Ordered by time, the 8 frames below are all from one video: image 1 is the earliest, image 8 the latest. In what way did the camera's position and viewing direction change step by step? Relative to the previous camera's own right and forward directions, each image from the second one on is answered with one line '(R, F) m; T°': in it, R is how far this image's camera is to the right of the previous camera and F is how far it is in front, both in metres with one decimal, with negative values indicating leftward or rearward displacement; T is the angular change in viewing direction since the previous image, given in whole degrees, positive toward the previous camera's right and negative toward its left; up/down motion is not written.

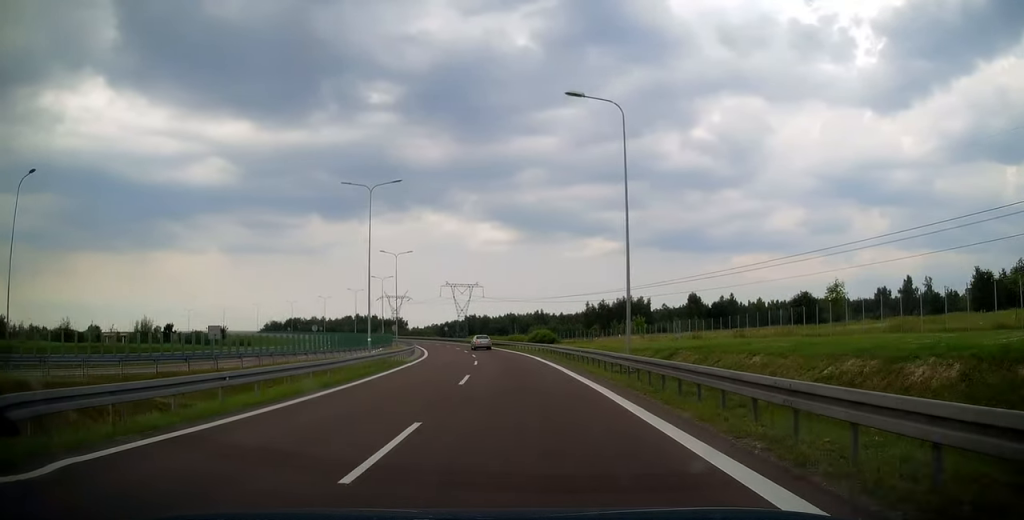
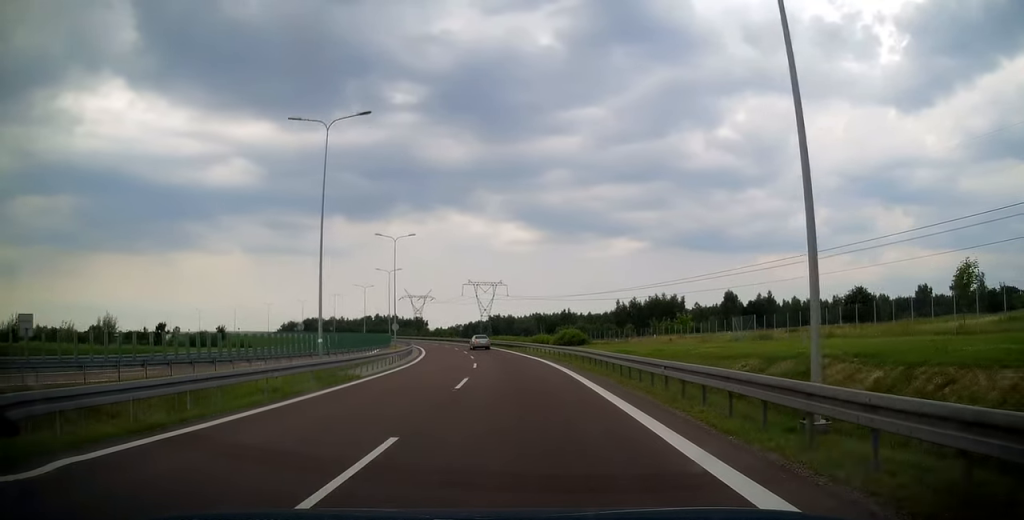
(-0.5, +13.4) m; -3°
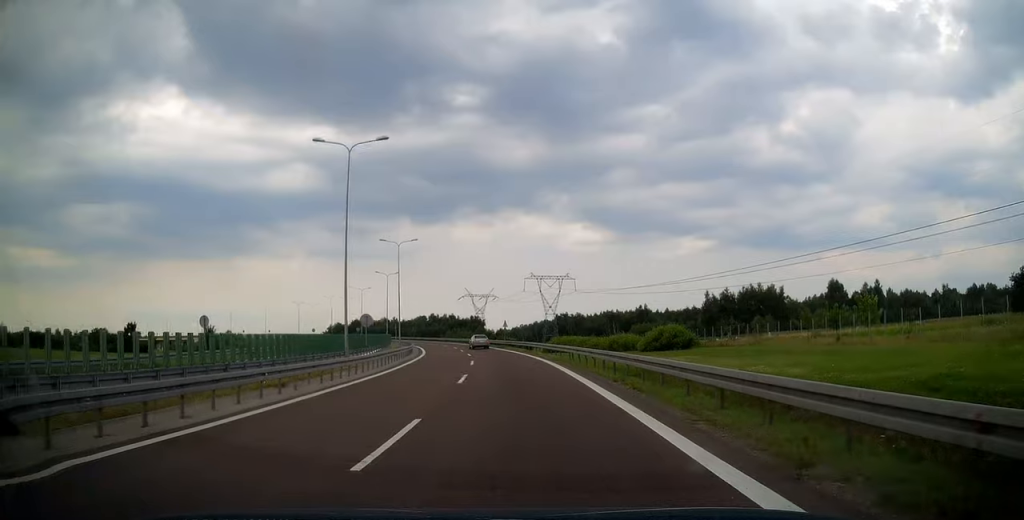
(-1.8, +32.8) m; -7°
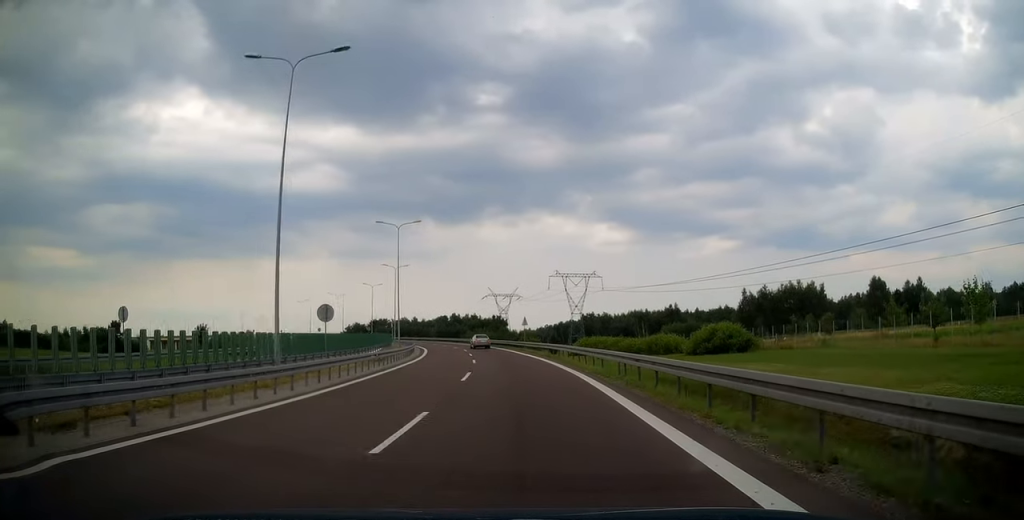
(-0.4, +11.2) m; -2°
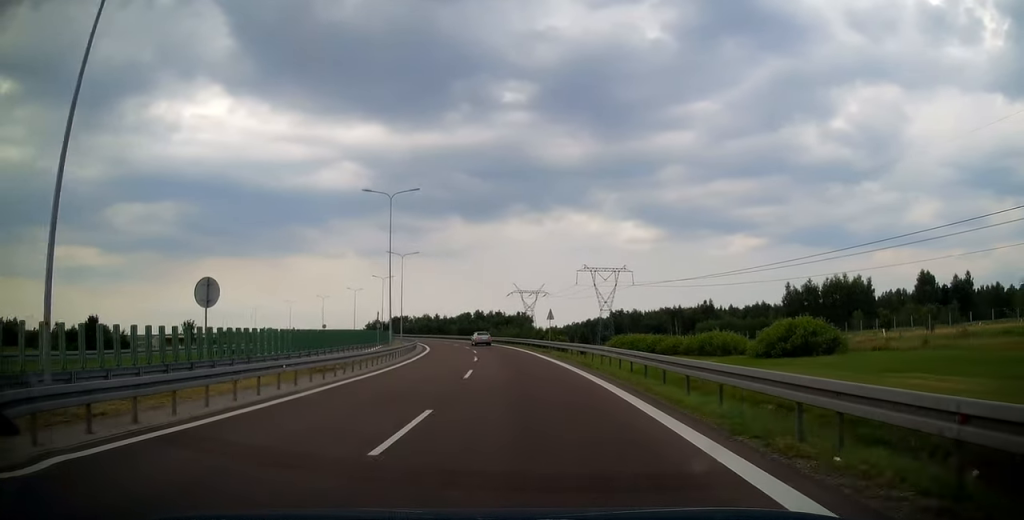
(-0.3, +12.2) m; -2°
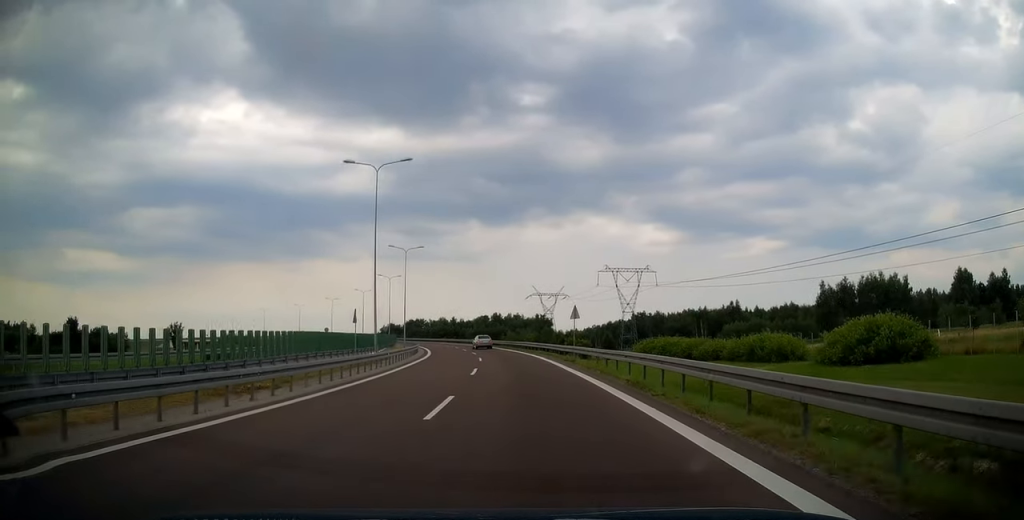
(-0.1, +8.9) m; -1°
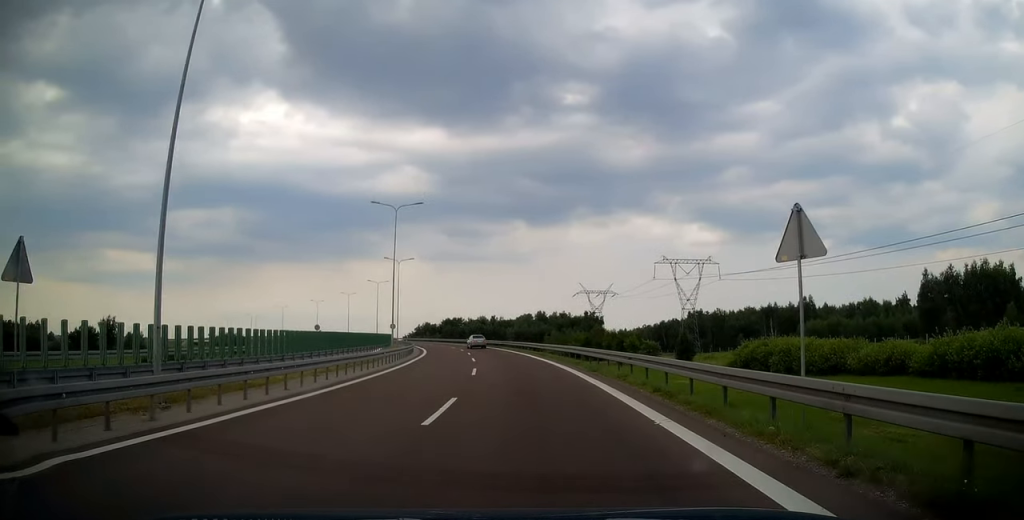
(-0.7, +24.7) m; -5°
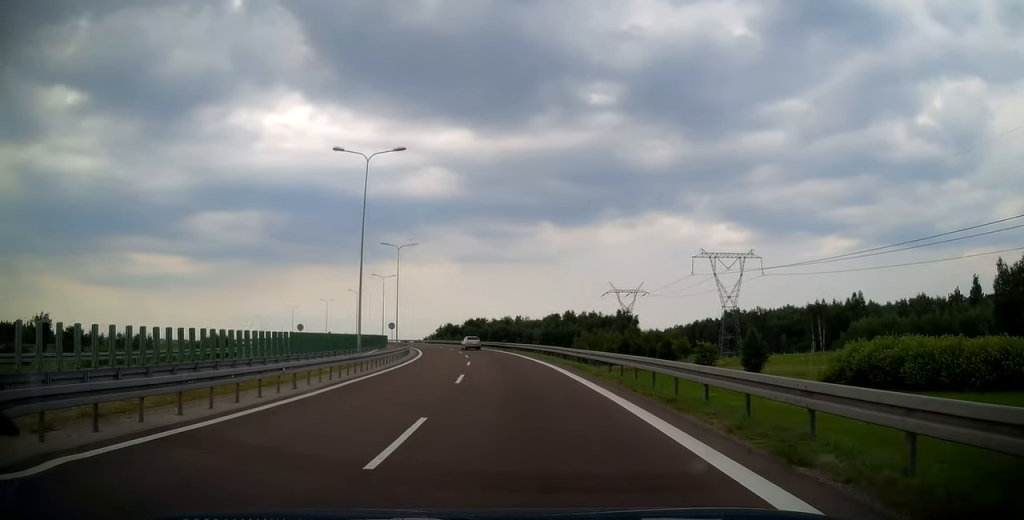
(-0.7, +15.1) m; -4°
